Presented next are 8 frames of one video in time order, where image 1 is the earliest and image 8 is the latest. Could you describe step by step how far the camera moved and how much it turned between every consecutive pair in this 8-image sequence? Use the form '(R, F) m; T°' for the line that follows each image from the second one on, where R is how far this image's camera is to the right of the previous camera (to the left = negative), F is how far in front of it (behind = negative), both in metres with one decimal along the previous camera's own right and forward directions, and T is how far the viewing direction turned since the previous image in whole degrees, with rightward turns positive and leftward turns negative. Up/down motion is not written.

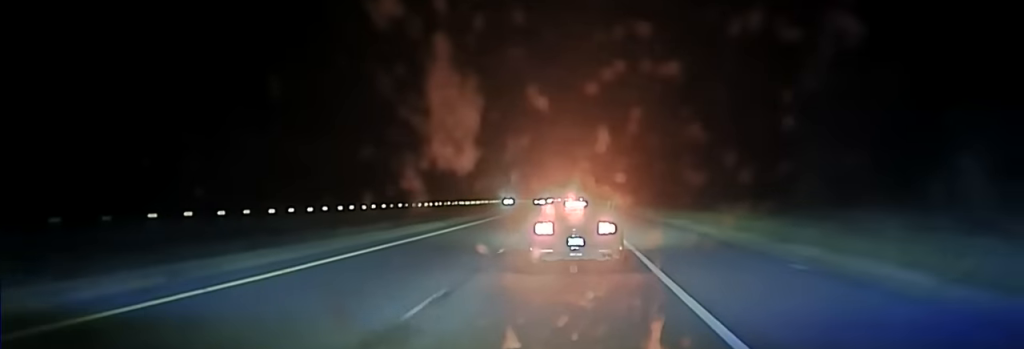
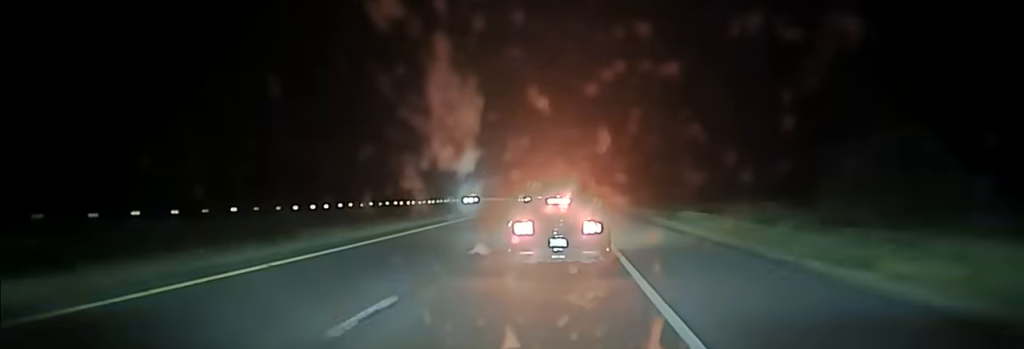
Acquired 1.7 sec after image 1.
(-0.1, +48.8) m; 0°
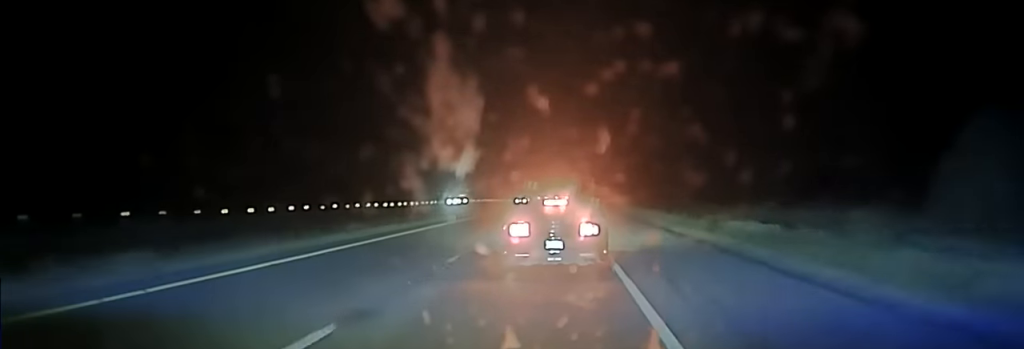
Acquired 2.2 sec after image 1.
(0.0, +14.6) m; 0°
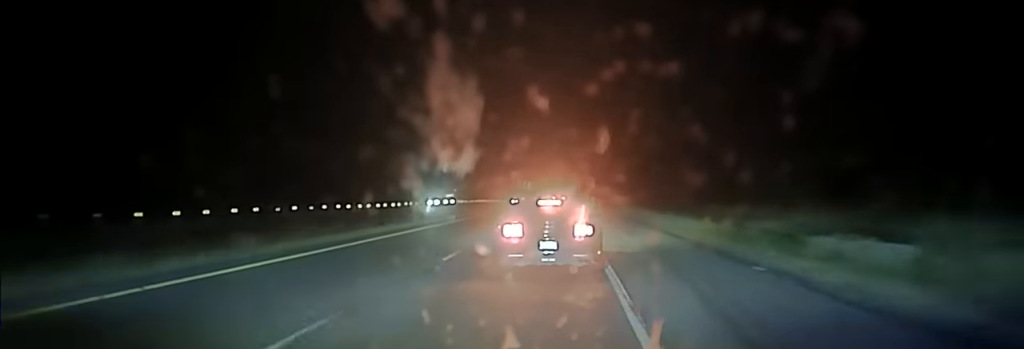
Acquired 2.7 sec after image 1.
(+0.1, +11.4) m; 0°
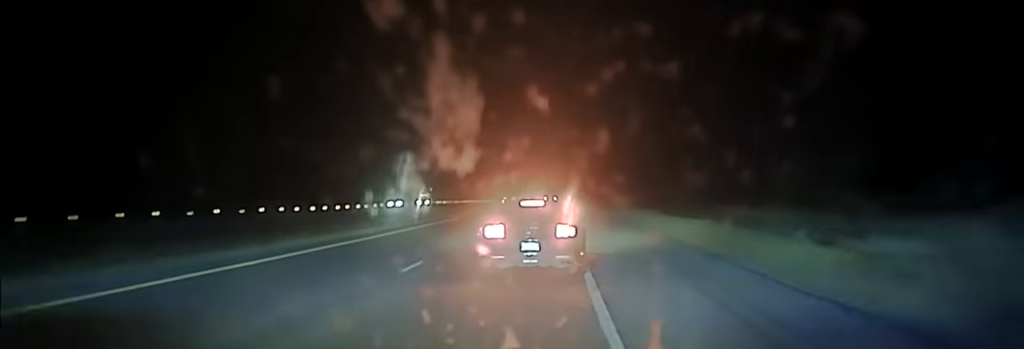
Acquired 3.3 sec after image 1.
(+0.1, +14.6) m; 0°
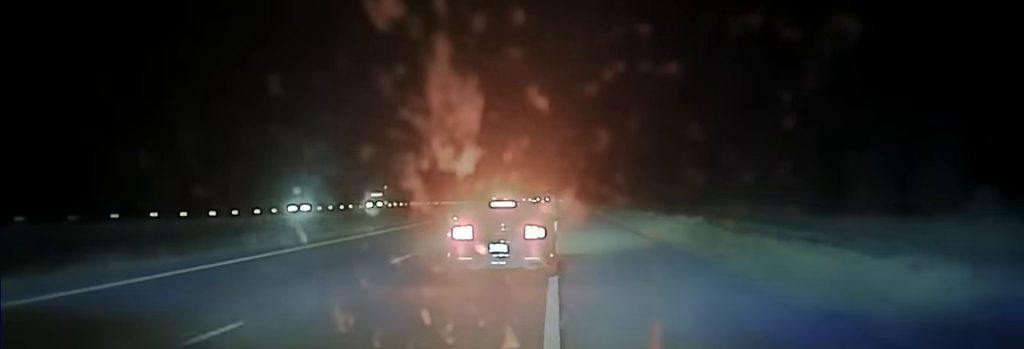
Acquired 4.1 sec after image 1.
(-0.1, +20.5) m; 0°
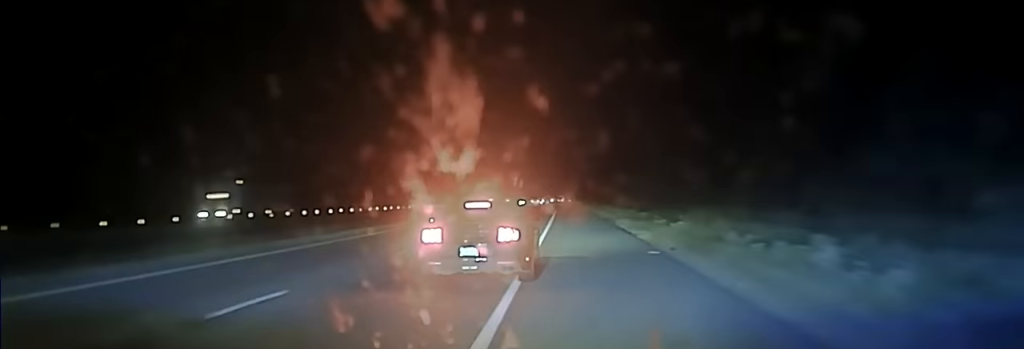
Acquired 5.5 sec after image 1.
(0.0, +32.0) m; 0°
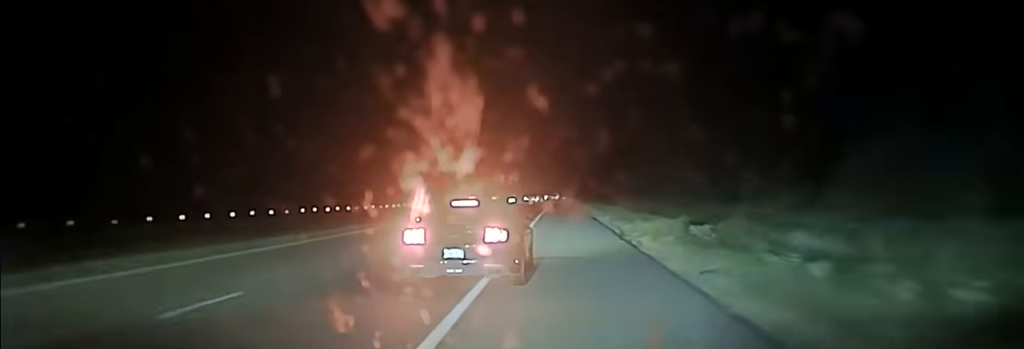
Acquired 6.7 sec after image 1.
(+0.1, +22.7) m; 0°
